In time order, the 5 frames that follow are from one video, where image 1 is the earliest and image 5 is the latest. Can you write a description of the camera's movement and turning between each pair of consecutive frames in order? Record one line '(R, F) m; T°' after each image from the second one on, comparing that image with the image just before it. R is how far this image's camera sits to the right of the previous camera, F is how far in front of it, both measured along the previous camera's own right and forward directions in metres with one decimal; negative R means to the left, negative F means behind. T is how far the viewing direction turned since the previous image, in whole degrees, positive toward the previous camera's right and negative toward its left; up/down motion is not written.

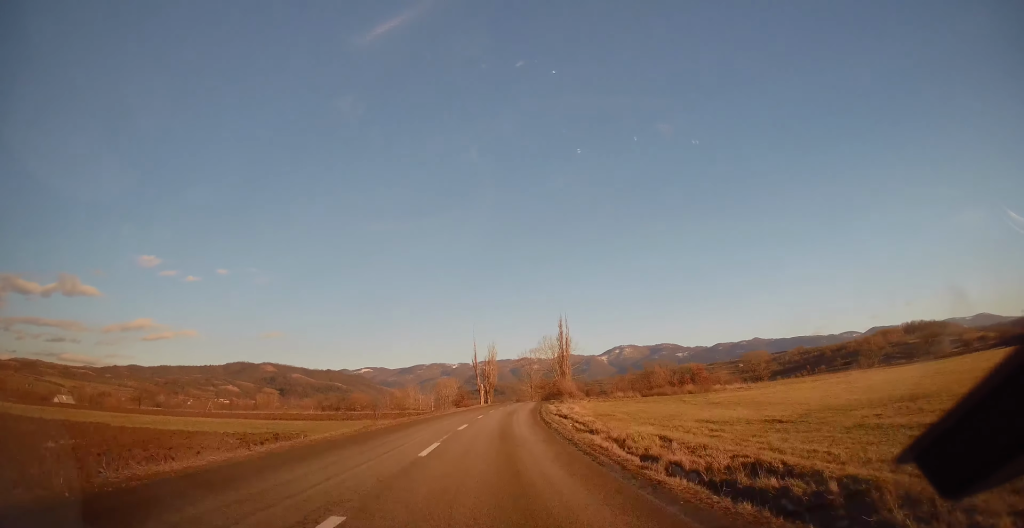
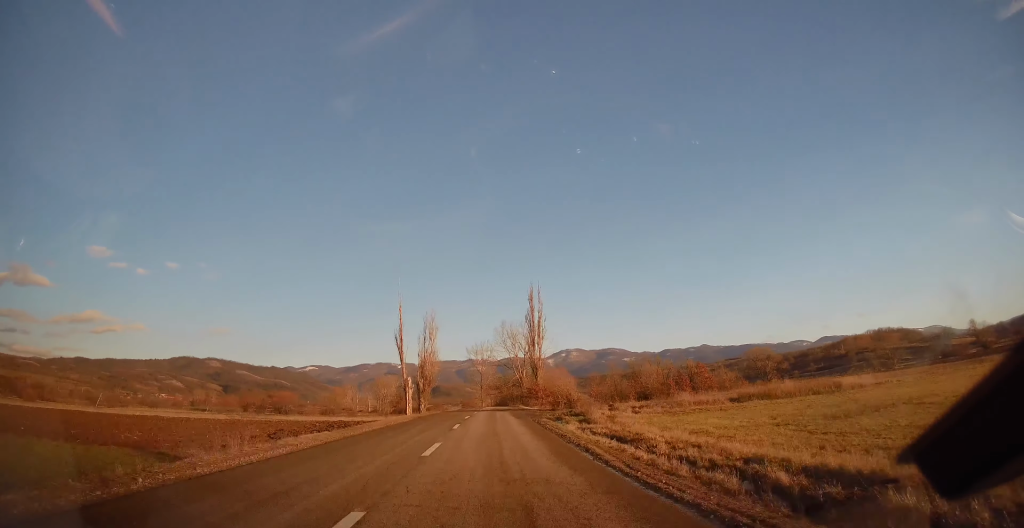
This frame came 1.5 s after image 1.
(+1.2, +34.4) m; +4°
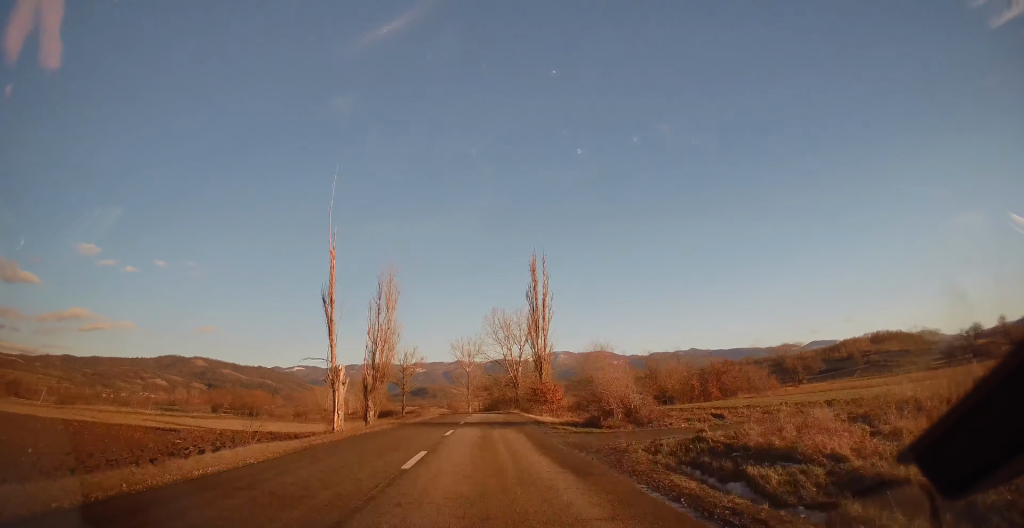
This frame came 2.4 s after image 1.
(+0.3, +19.5) m; +1°
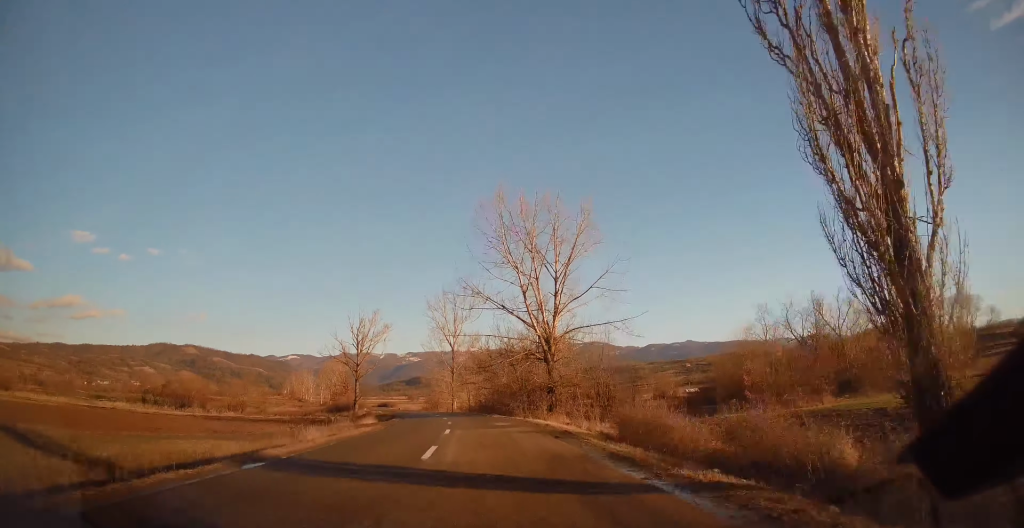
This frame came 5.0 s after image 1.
(+1.3, +52.3) m; 0°
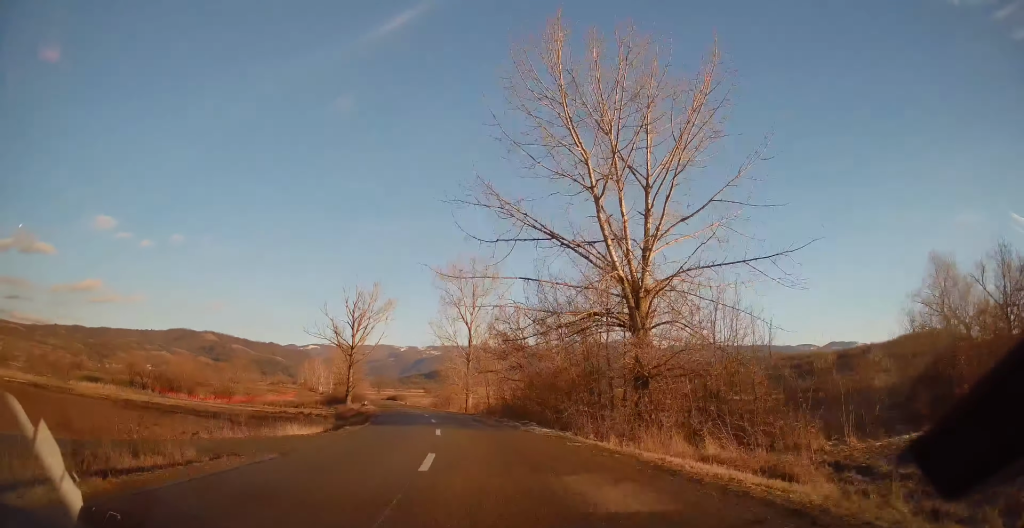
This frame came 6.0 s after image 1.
(-0.5, +19.8) m; -3°
